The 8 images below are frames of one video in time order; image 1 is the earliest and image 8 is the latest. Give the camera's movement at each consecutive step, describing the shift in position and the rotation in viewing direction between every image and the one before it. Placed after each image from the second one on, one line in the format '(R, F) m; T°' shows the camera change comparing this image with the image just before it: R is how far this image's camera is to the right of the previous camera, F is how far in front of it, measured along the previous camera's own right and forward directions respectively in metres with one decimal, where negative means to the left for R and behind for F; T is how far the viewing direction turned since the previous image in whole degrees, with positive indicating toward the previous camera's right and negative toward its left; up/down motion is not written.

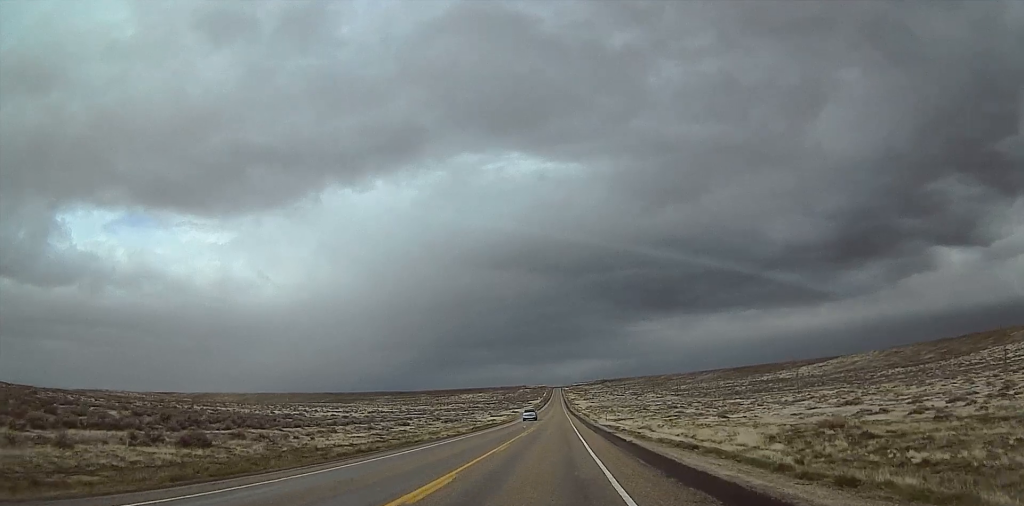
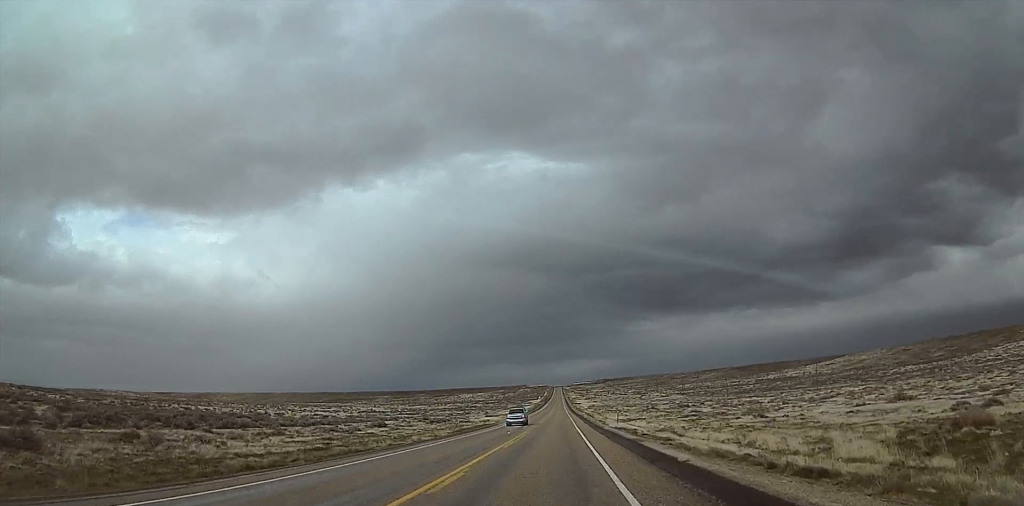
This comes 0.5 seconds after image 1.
(+0.1, +13.8) m; 0°
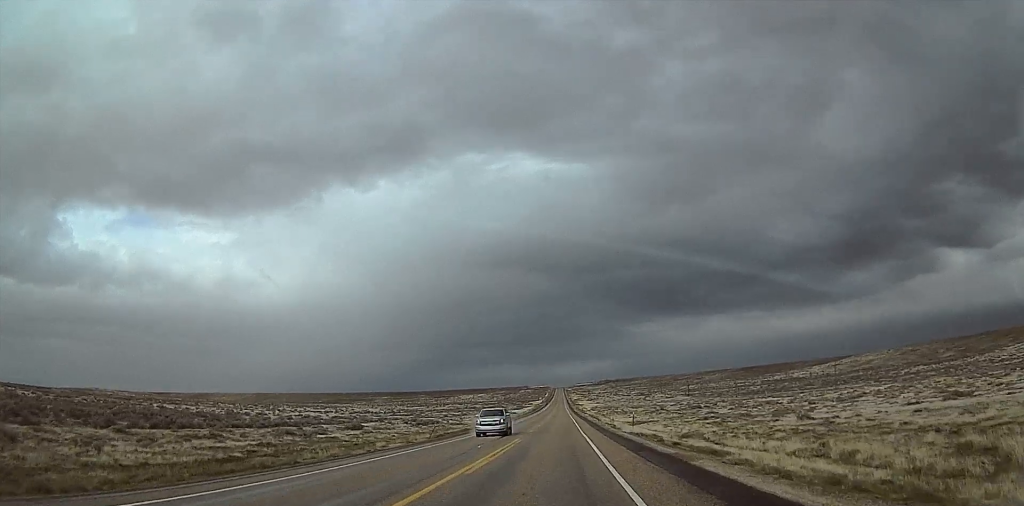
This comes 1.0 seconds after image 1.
(0.0, +11.3) m; -1°
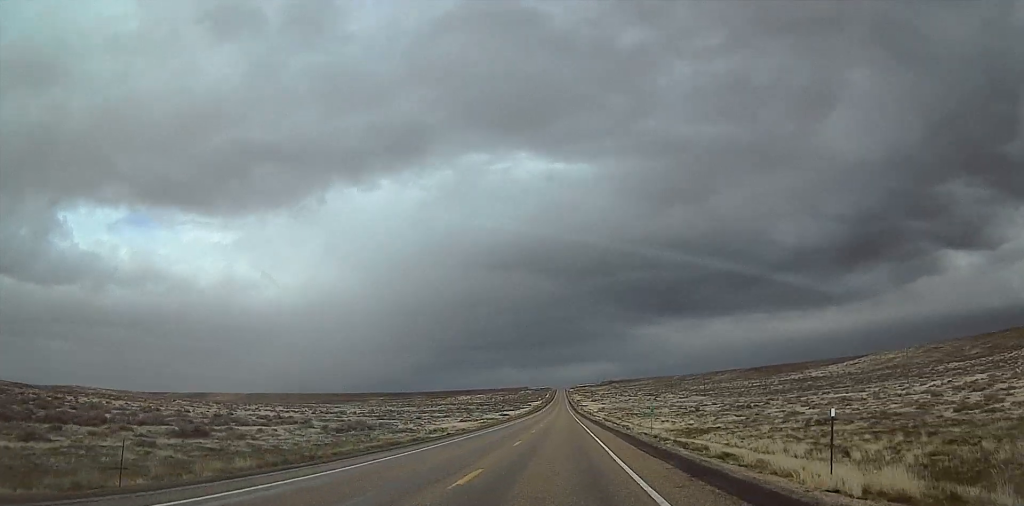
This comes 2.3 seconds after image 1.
(-0.9, +35.6) m; -2°
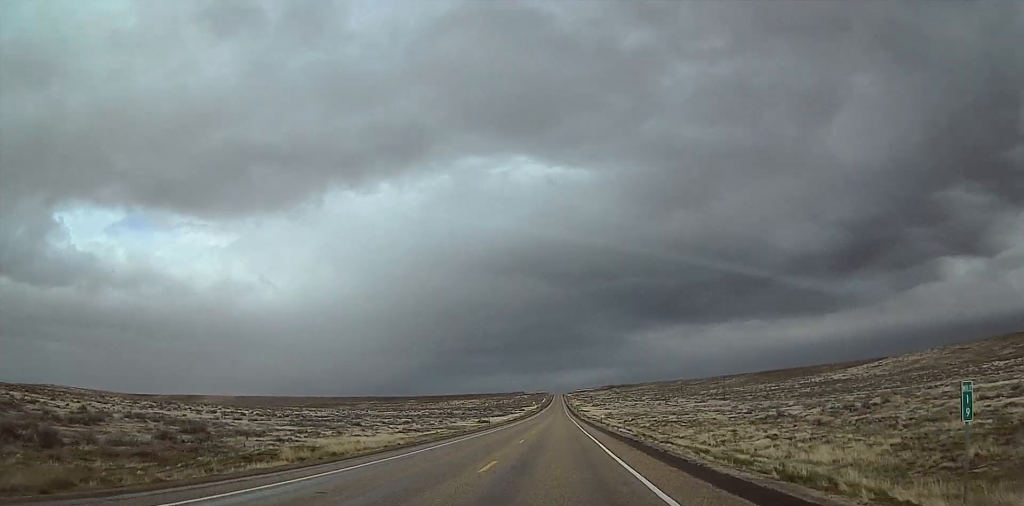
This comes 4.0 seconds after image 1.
(+0.3, +42.4) m; +2°
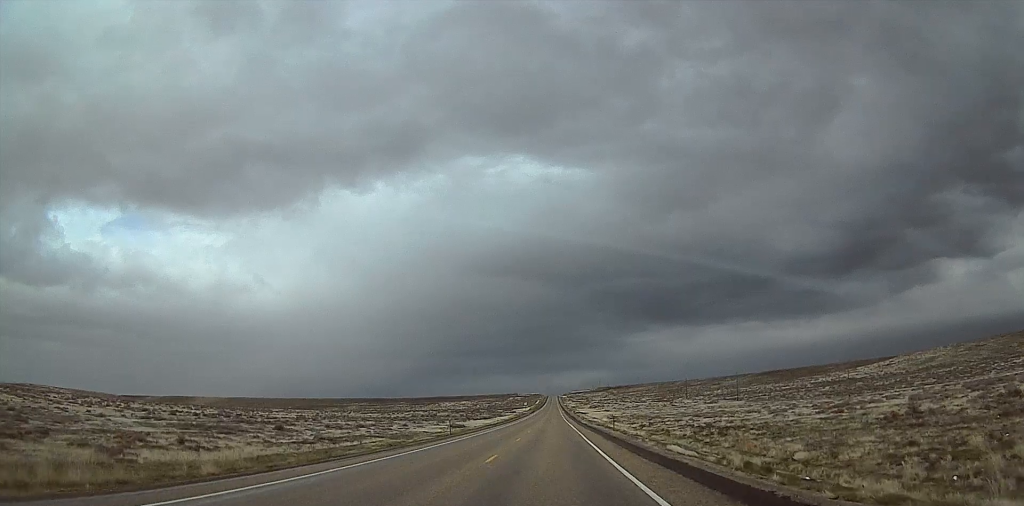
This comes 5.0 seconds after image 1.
(+0.7, +27.6) m; +1°
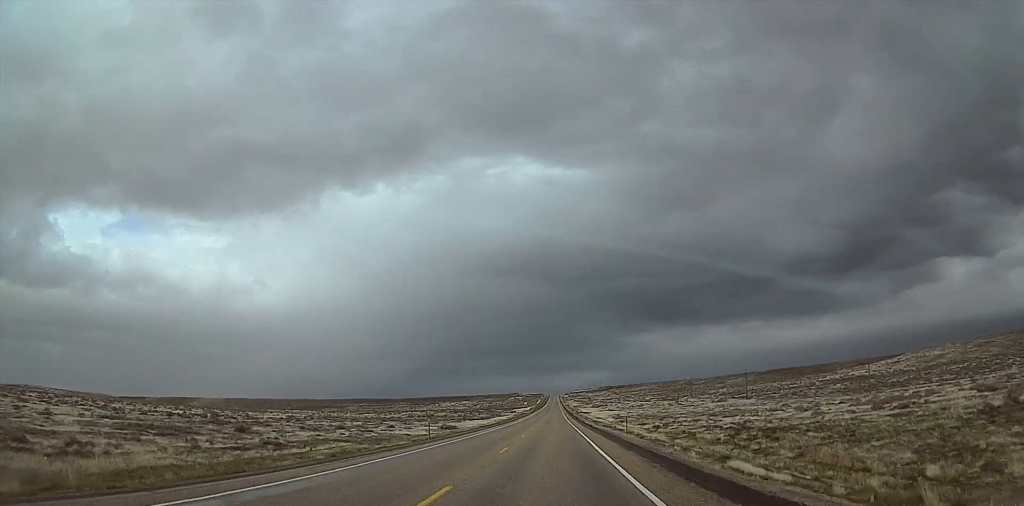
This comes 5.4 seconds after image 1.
(+0.5, +10.4) m; 0°
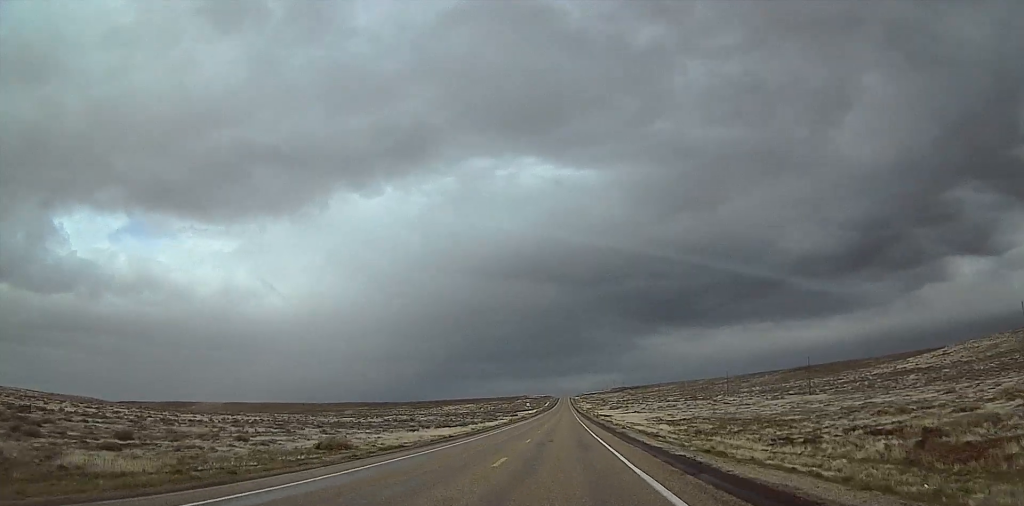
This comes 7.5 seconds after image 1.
(-2.2, +52.8) m; -2°
